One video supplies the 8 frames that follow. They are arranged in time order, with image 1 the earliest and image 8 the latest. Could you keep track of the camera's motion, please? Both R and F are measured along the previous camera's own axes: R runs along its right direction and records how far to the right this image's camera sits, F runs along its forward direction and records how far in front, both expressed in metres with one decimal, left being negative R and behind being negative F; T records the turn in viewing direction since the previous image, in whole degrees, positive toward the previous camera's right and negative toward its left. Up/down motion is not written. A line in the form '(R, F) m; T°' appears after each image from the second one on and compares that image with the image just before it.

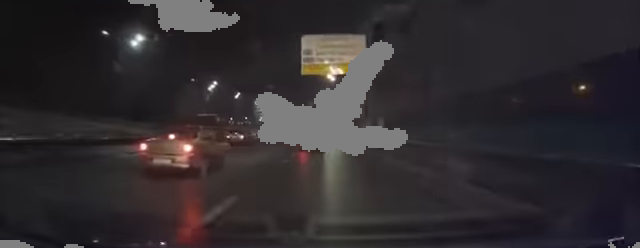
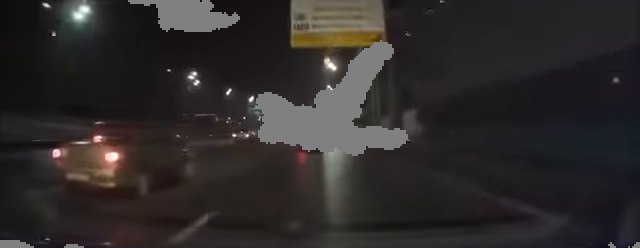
(-0.2, +13.7) m; 0°
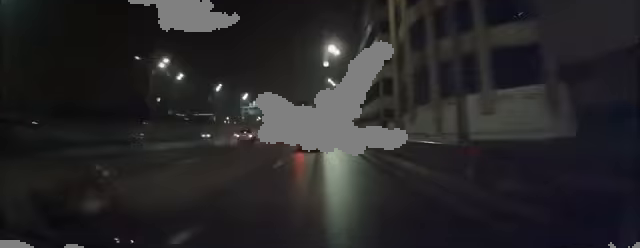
(0.0, +13.4) m; 0°
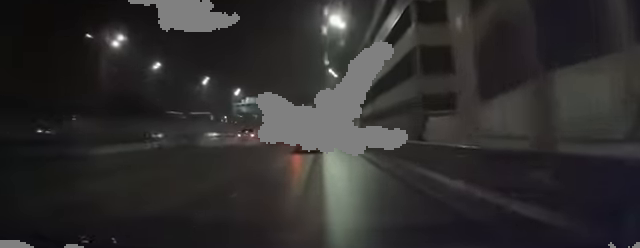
(+0.1, +14.9) m; +1°
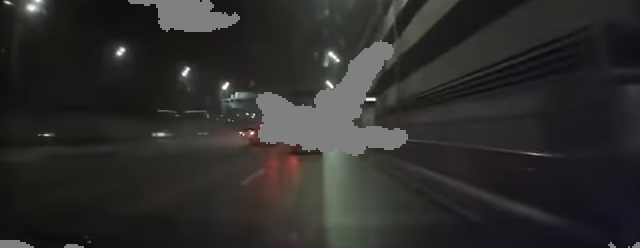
(+0.1, +17.6) m; 0°
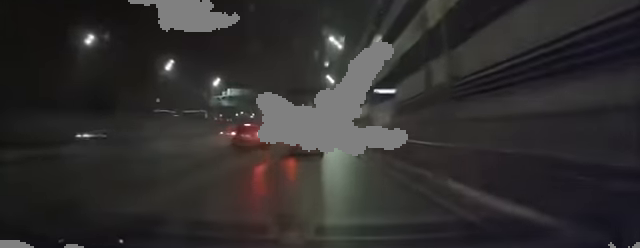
(0.0, +12.8) m; 0°
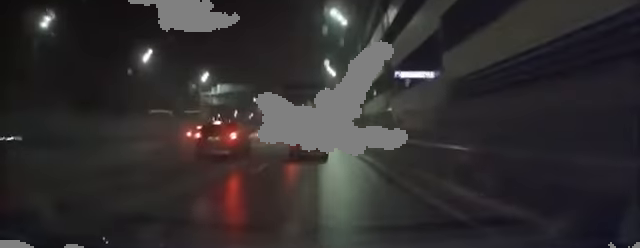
(+0.1, +16.2) m; -1°
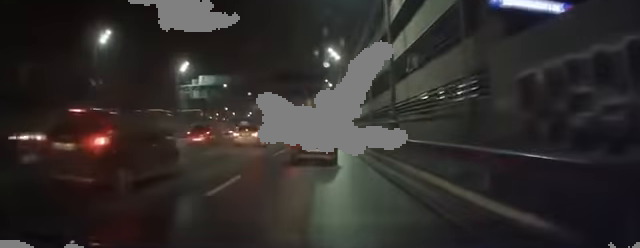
(-0.4, +28.0) m; -1°
